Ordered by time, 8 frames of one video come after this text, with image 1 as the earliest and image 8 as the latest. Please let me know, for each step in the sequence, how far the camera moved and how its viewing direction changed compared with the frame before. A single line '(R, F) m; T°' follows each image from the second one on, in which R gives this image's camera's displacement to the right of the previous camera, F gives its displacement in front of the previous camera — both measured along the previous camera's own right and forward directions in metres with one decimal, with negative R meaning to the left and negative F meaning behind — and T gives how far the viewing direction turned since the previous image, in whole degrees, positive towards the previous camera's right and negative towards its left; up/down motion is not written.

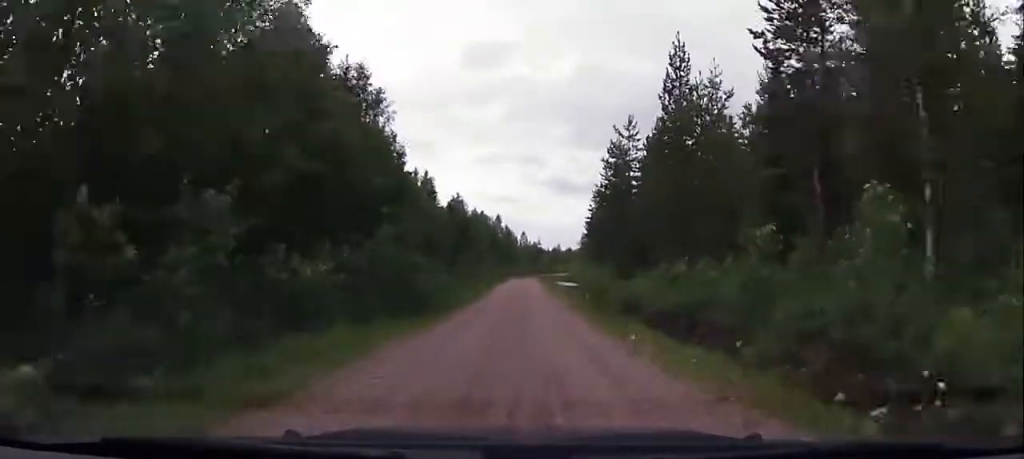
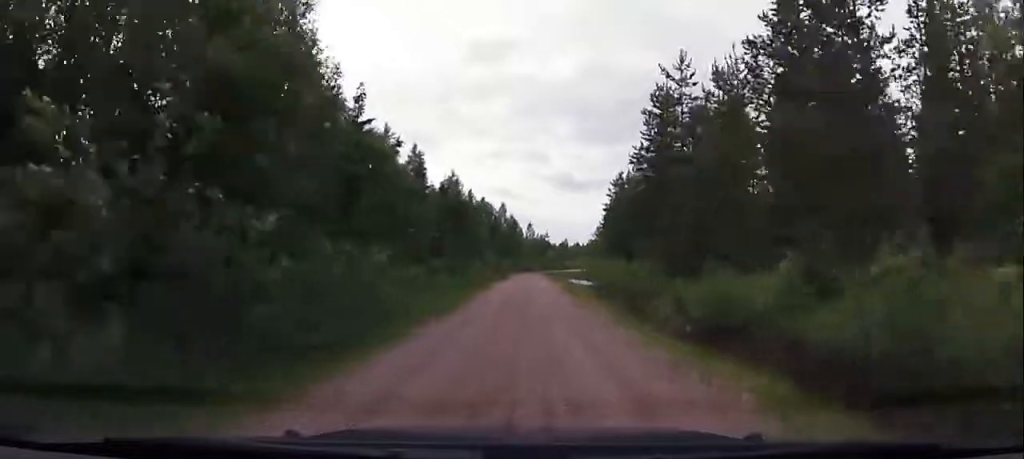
(+0.1, +13.0) m; +1°
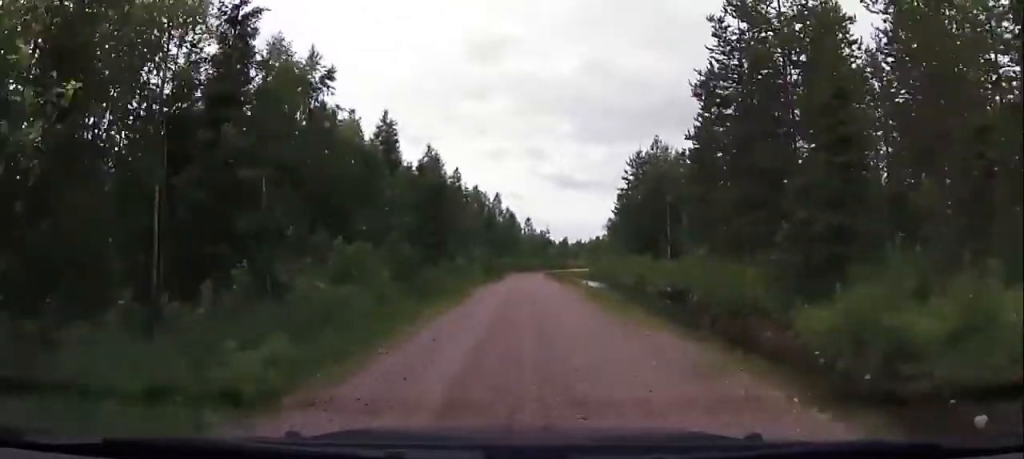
(+0.1, +12.9) m; 0°
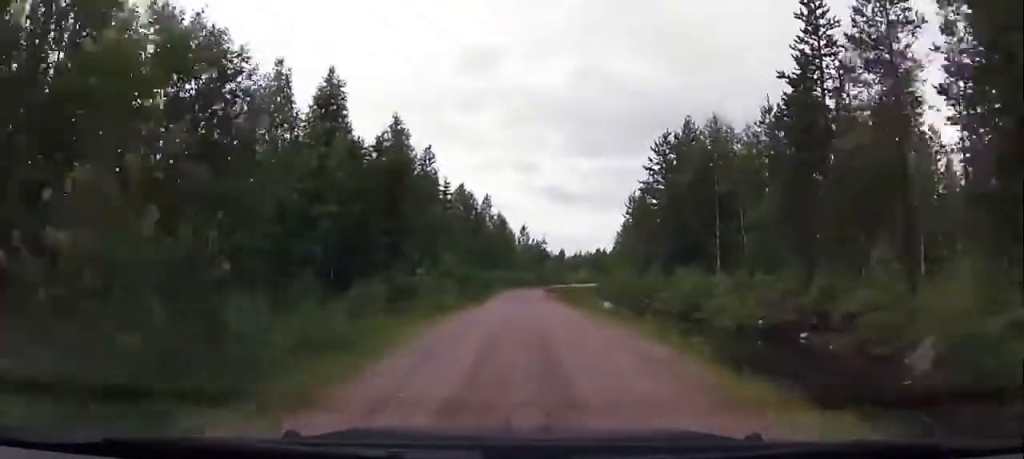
(-0.2, +13.8) m; -1°
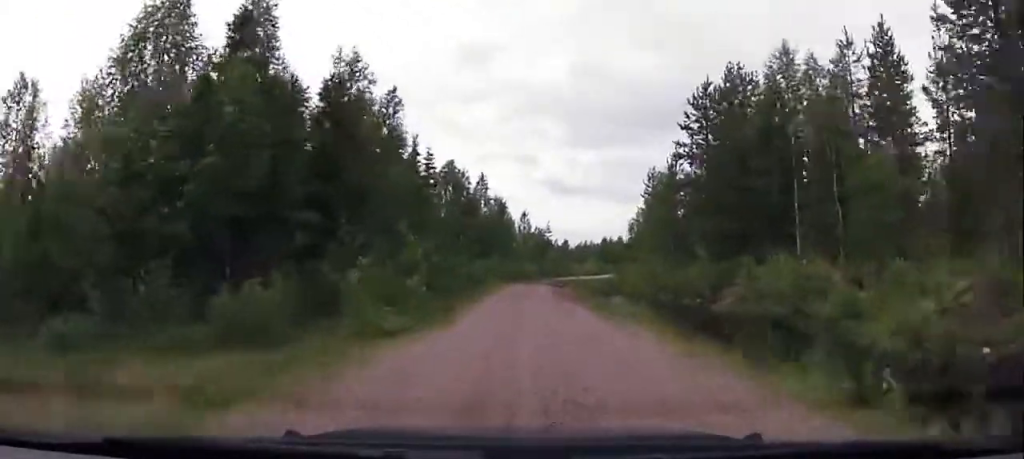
(-0.1, +10.7) m; 0°
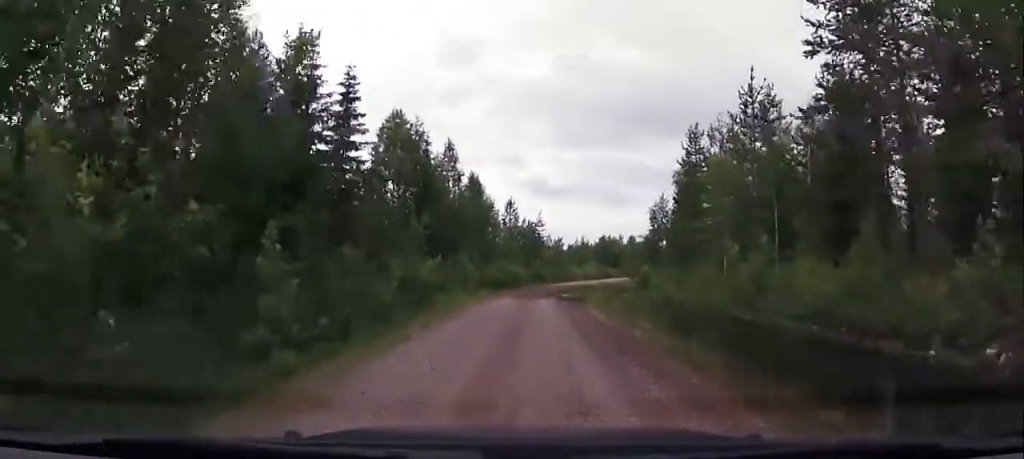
(+0.4, +19.1) m; +1°
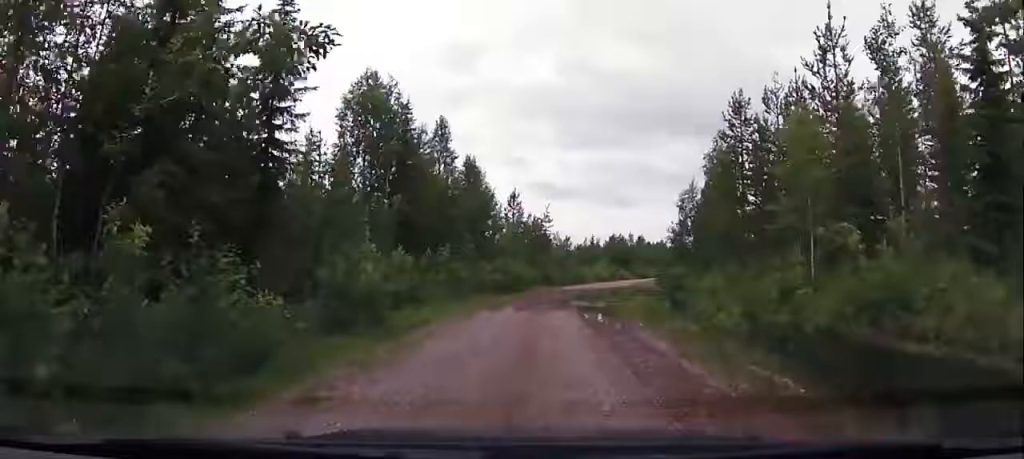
(0.0, +8.6) m; +1°
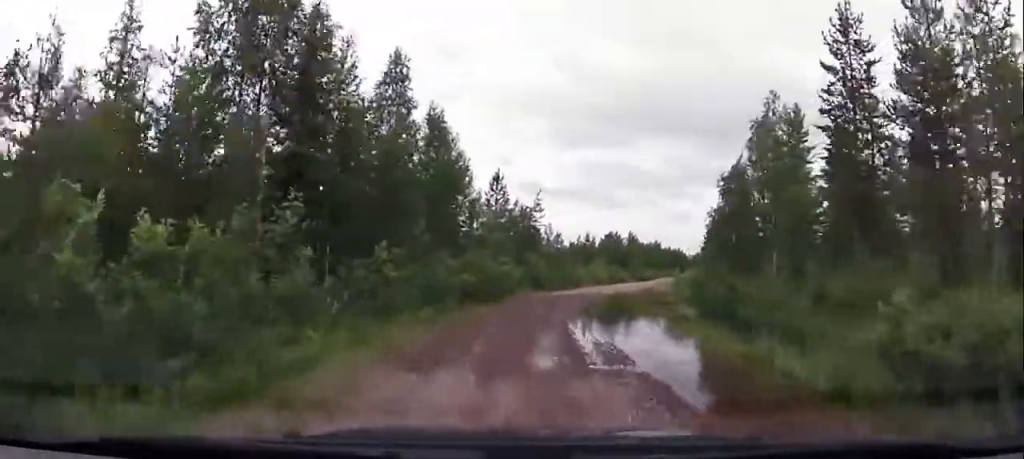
(+0.4, +14.6) m; +5°
